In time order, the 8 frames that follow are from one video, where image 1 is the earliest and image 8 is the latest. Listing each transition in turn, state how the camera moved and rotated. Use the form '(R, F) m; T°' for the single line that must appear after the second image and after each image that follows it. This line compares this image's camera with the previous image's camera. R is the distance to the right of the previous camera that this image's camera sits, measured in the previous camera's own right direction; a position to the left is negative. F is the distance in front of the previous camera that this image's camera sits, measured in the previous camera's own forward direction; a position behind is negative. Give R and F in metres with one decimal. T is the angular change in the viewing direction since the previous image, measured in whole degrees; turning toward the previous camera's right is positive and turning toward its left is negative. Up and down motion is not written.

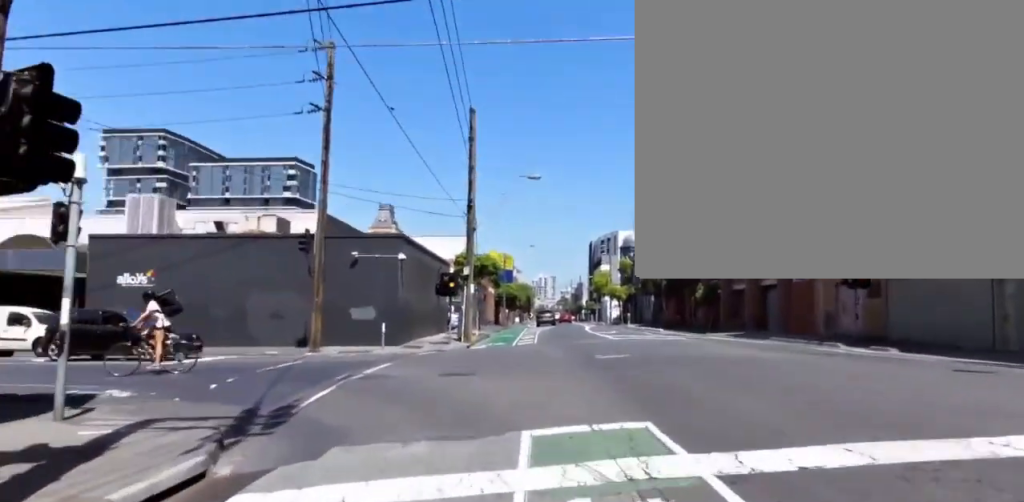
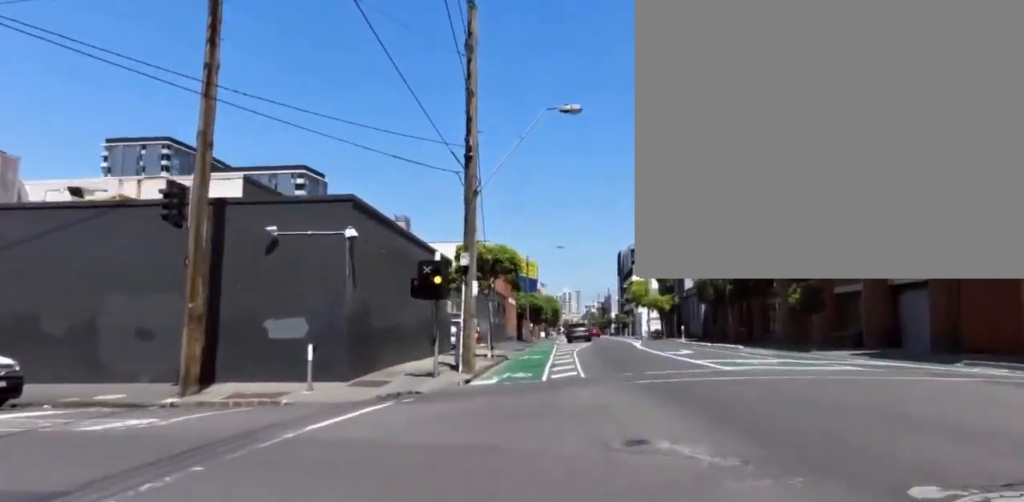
(+1.2, +10.8) m; +4°
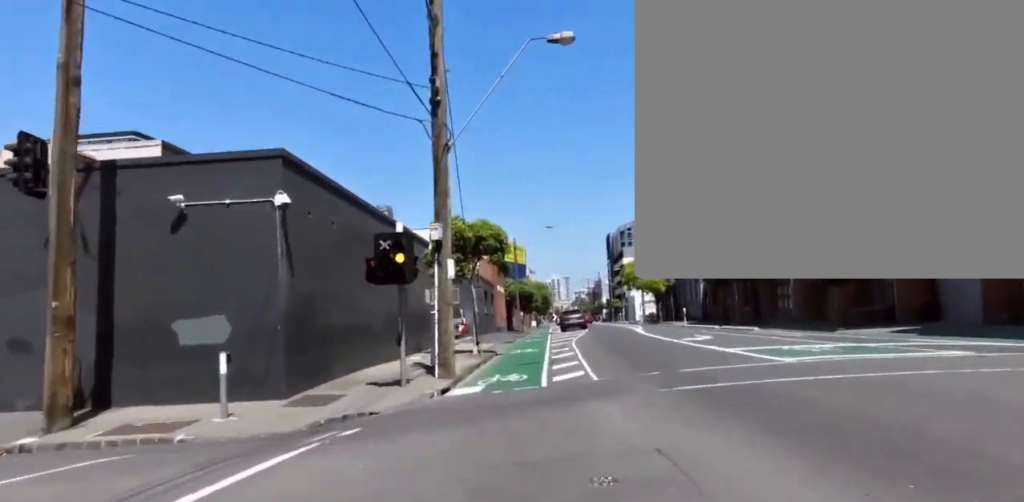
(-0.1, +3.6) m; -1°
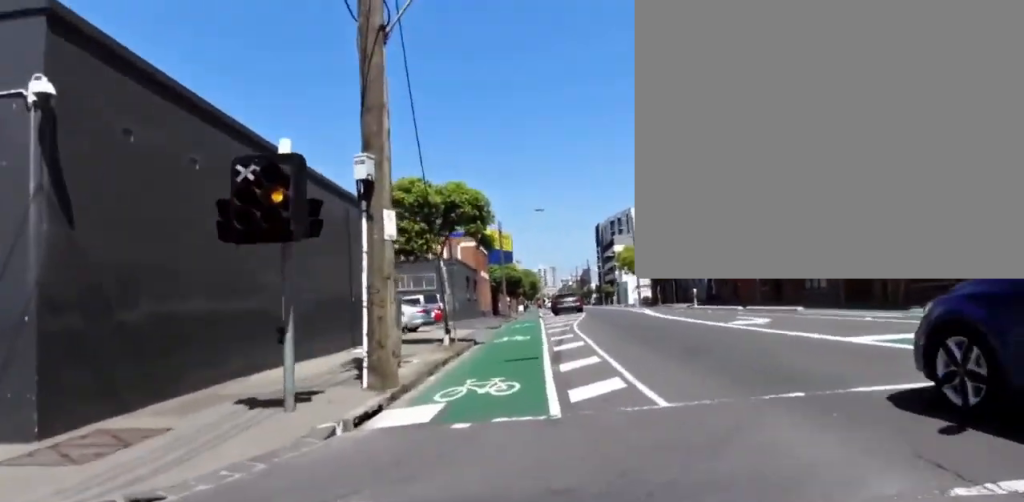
(-0.8, +5.8) m; -3°
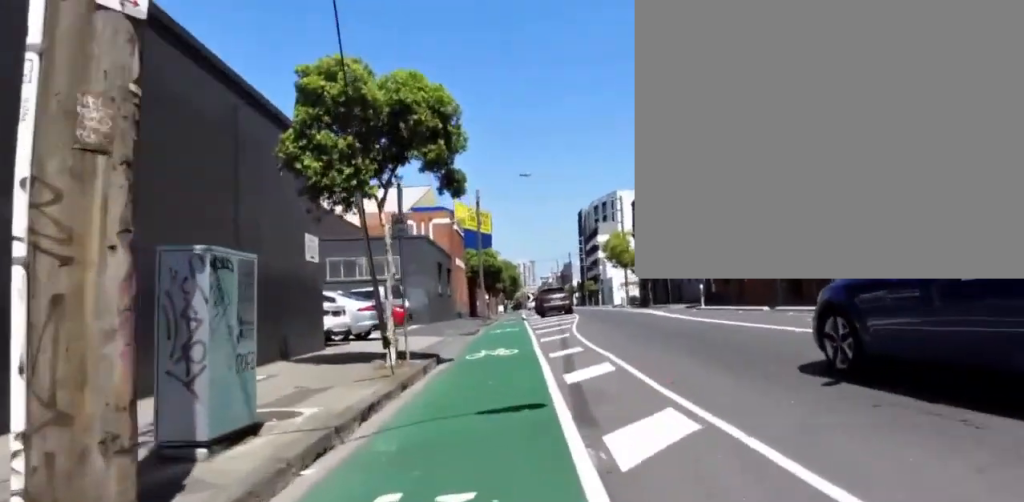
(+0.4, +5.3) m; +3°
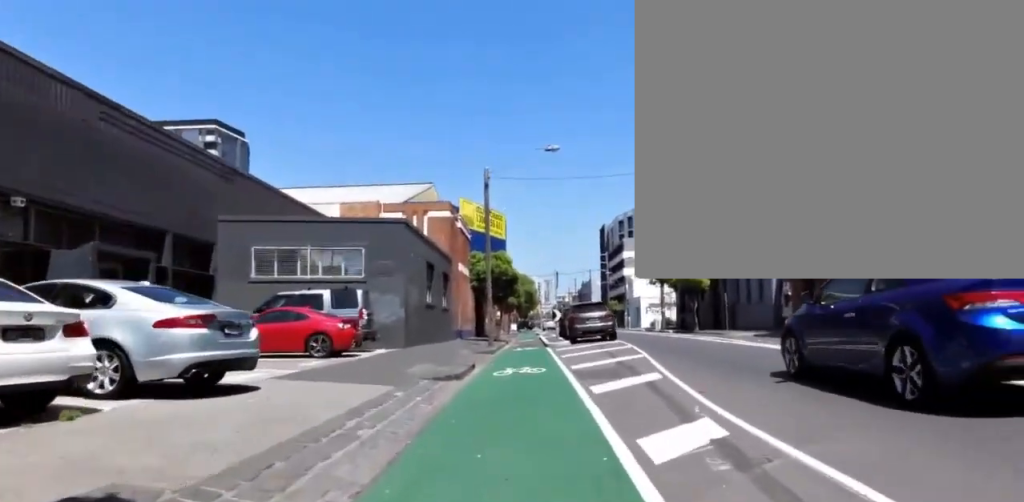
(+0.3, +10.4) m; -2°
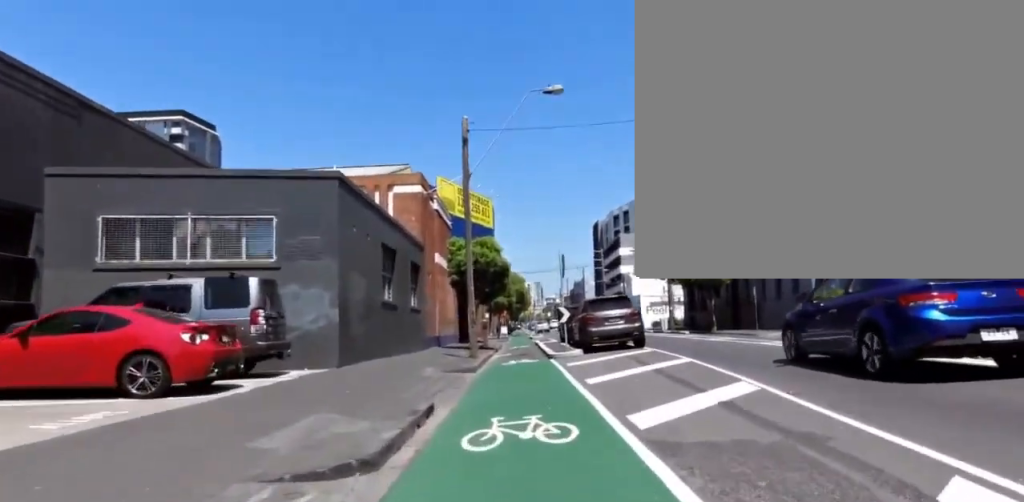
(-0.4, +6.9) m; -3°
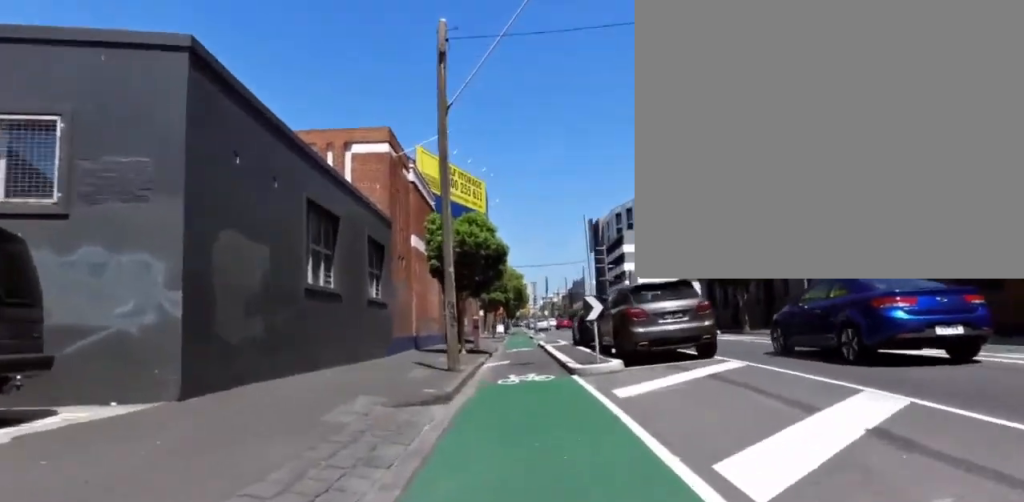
(-0.1, +6.3) m; +3°
